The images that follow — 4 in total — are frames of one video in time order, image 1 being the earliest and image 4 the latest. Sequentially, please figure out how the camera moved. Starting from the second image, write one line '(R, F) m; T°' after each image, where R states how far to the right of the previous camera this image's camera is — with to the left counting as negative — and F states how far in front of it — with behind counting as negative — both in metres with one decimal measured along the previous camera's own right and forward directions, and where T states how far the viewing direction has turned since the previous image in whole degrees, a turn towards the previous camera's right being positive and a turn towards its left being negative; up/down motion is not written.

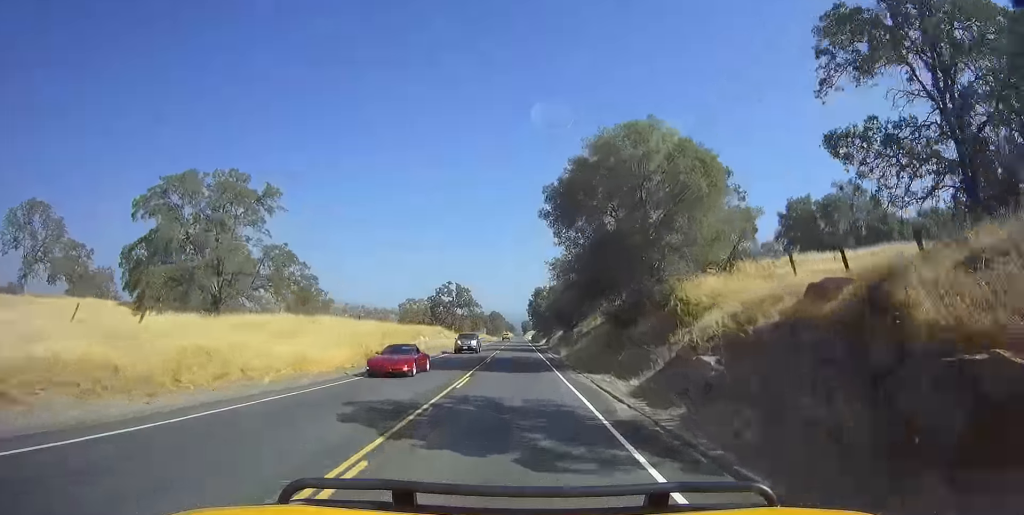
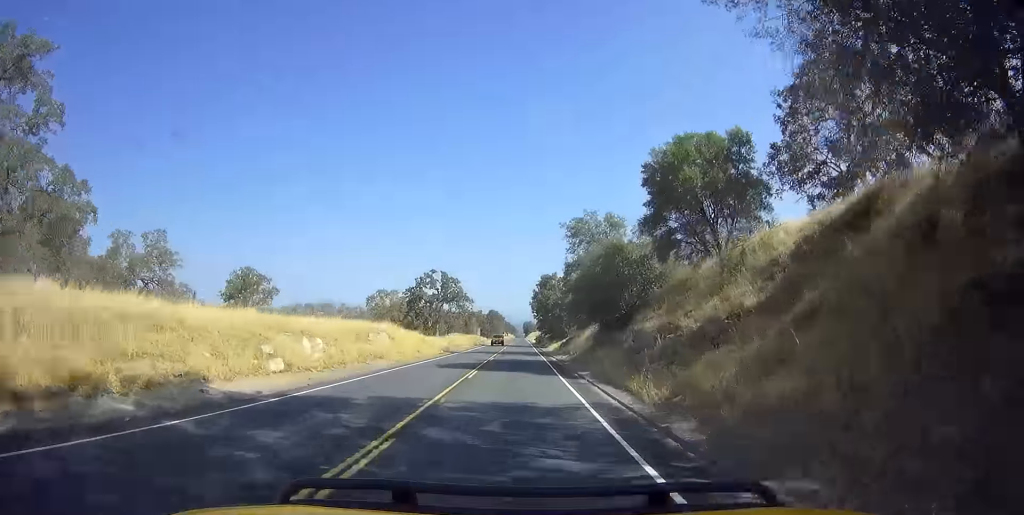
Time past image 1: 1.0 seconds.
(+0.6, +25.6) m; 0°
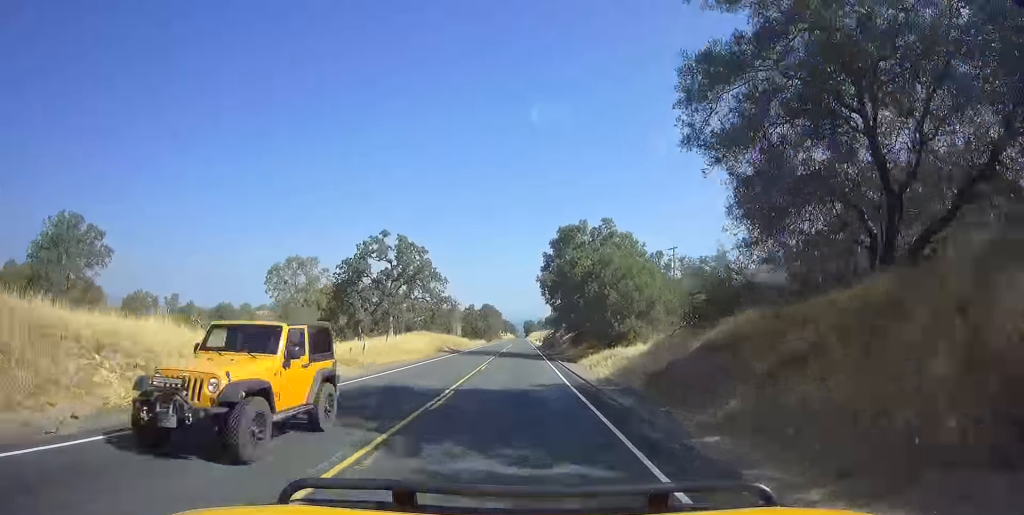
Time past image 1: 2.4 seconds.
(-1.0, +37.0) m; -1°
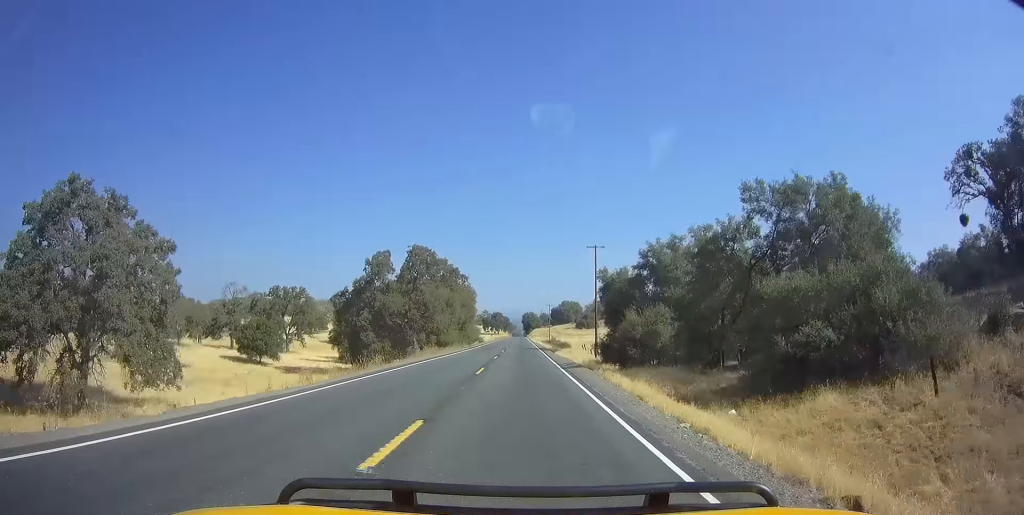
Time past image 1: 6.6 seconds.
(-0.2, +111.7) m; 0°
